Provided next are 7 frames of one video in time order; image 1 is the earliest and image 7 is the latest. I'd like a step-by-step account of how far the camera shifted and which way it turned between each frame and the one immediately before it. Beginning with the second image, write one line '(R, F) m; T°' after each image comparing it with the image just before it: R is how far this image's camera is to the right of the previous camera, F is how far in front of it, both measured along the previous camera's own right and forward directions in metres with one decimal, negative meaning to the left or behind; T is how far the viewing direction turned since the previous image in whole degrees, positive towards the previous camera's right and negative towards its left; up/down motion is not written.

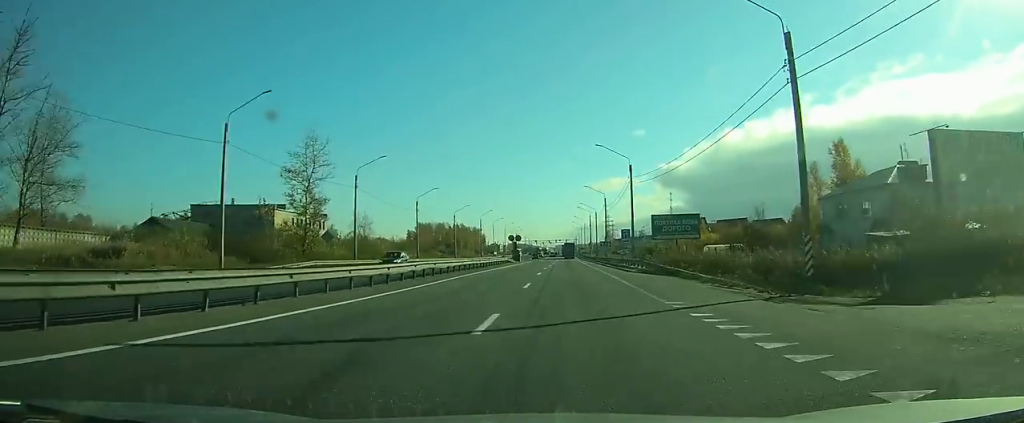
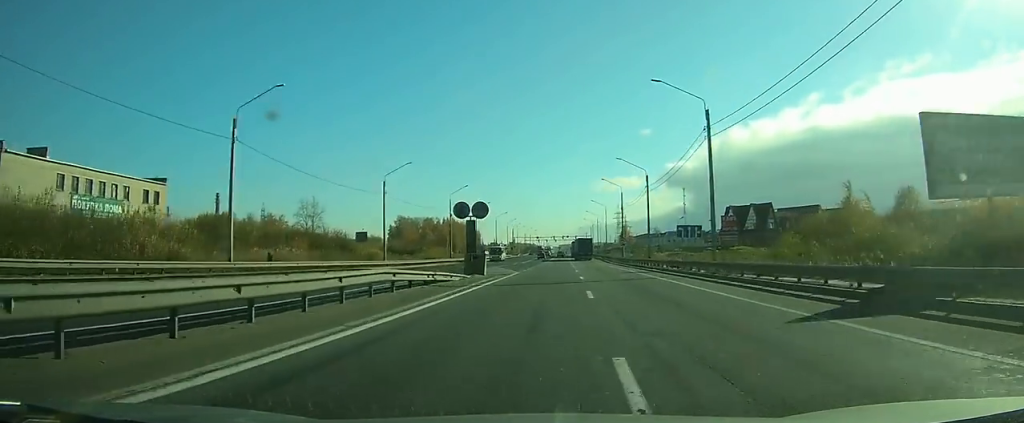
(-0.2, +52.2) m; 0°
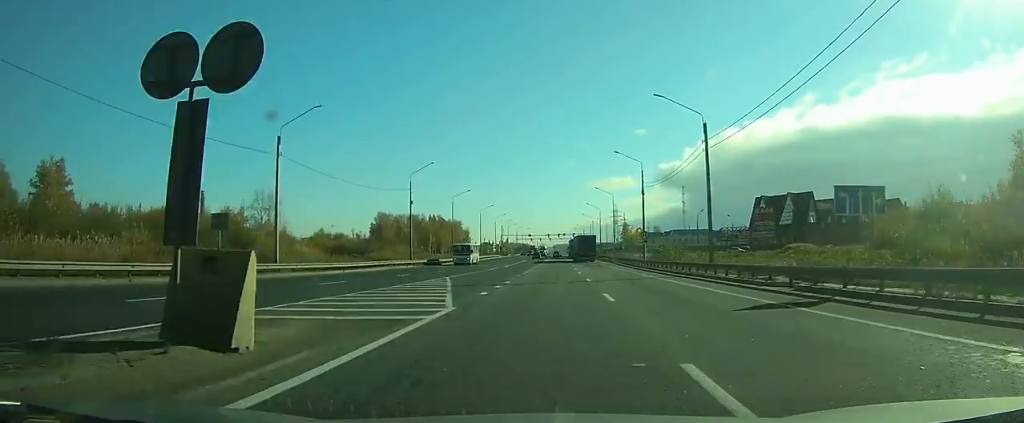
(+0.1, +26.0) m; 0°
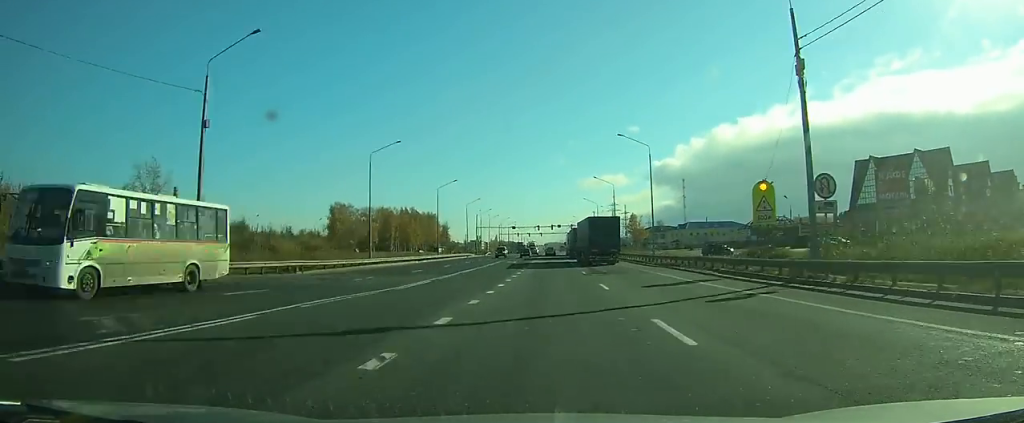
(+0.2, +45.1) m; +1°
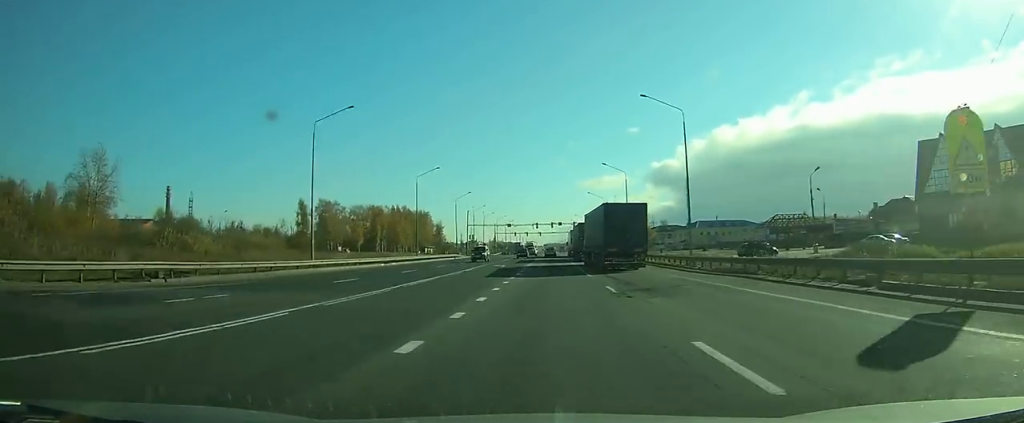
(+0.1, +15.4) m; 0°
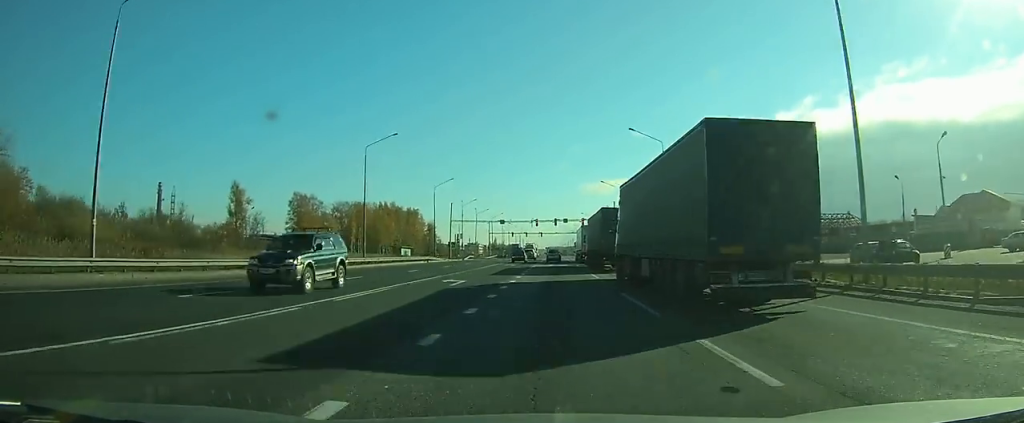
(0.0, +23.9) m; 0°
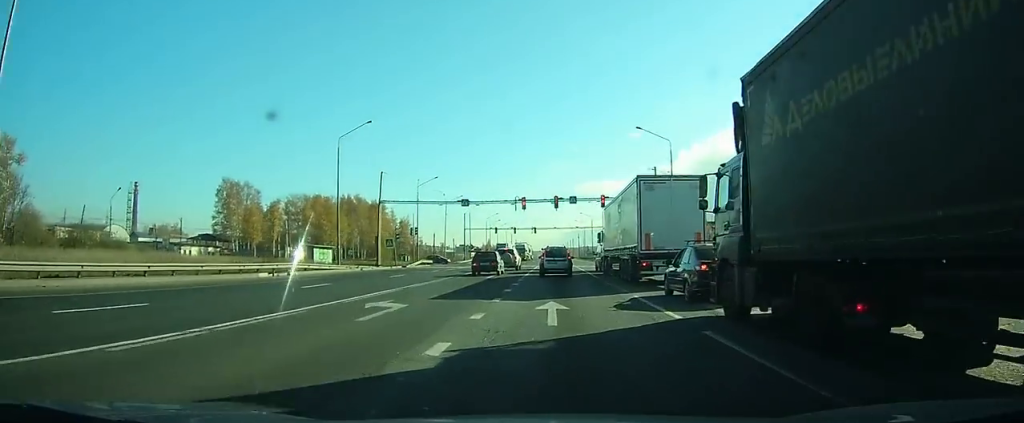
(-0.1, +38.8) m; +1°
